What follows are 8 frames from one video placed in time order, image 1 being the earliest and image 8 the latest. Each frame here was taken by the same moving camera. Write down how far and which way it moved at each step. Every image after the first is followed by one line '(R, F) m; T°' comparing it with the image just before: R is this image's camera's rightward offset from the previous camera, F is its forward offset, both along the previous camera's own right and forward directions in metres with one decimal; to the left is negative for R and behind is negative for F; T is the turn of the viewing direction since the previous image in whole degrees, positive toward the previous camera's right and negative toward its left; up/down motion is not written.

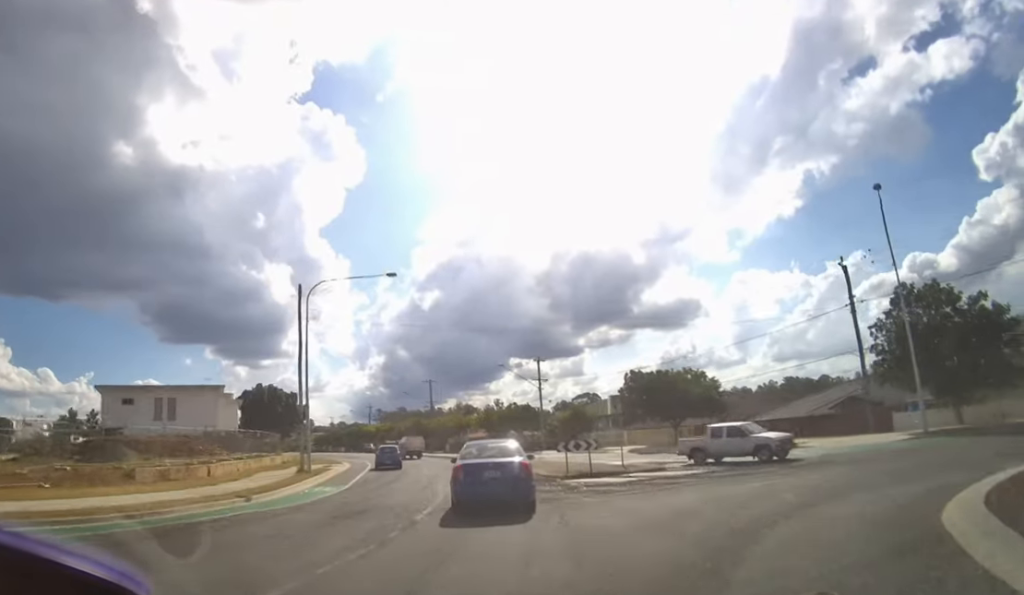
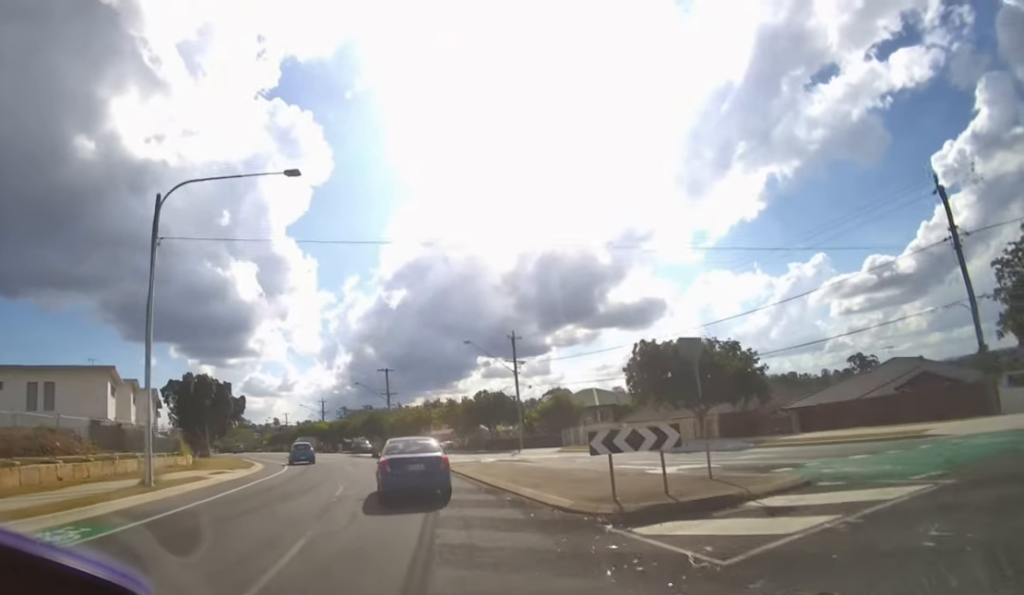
(+0.8, +11.0) m; +3°
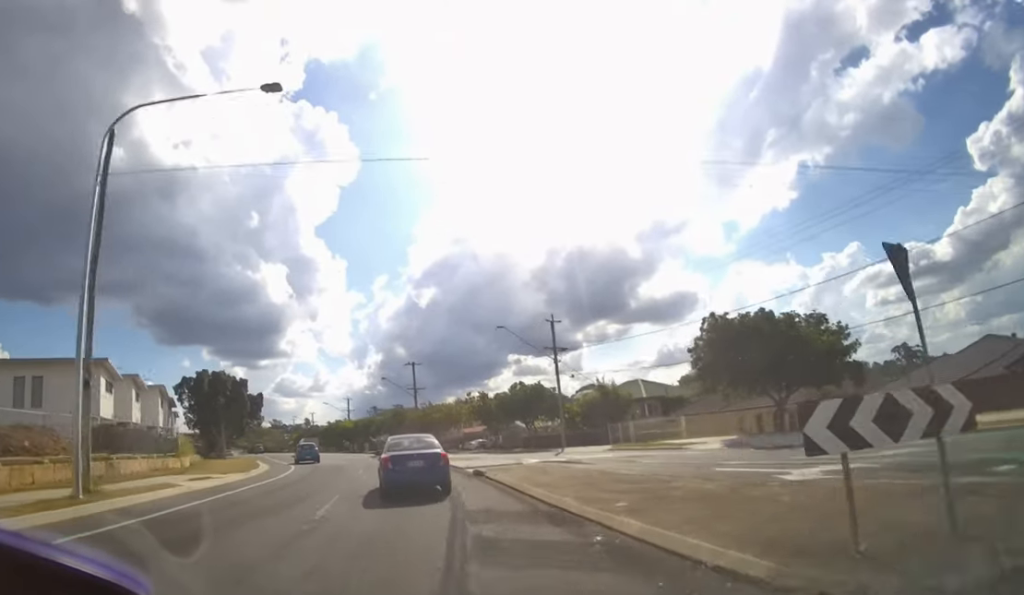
(-0.1, +4.7) m; -2°
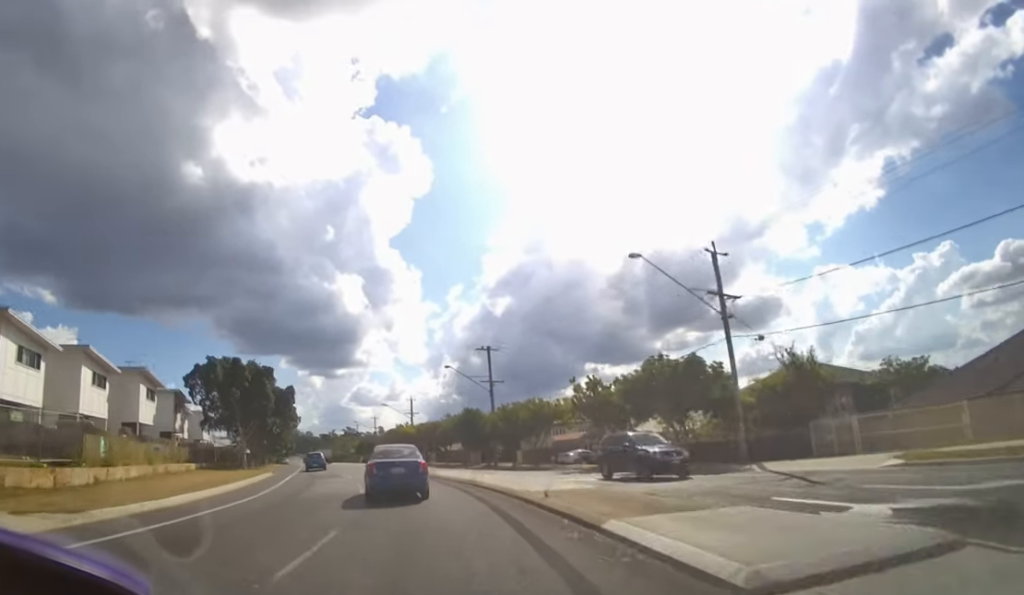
(-0.8, +13.3) m; -7°
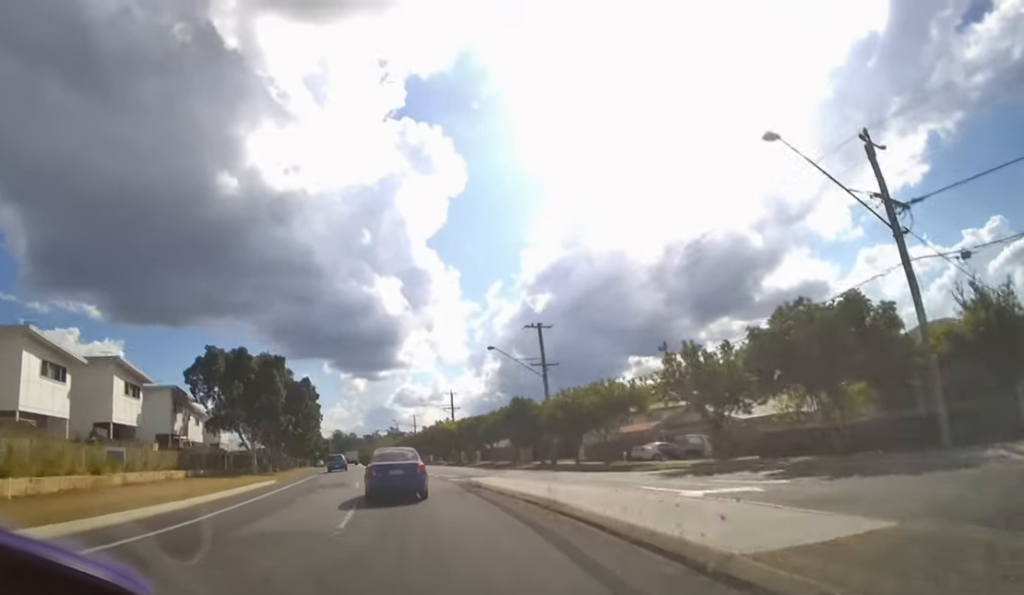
(-0.1, +6.8) m; -4°
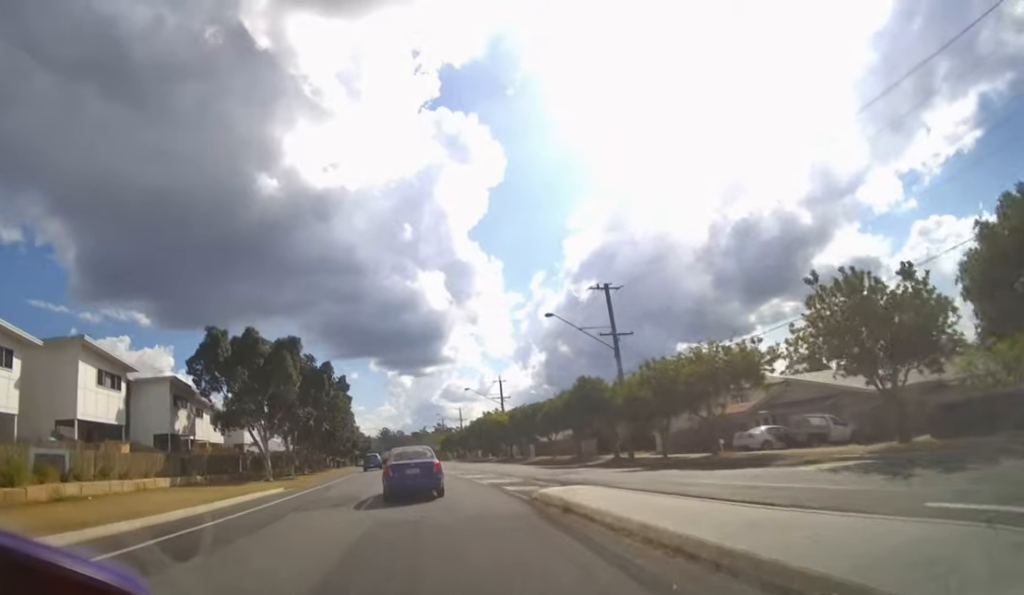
(-0.3, +7.3) m; -4°
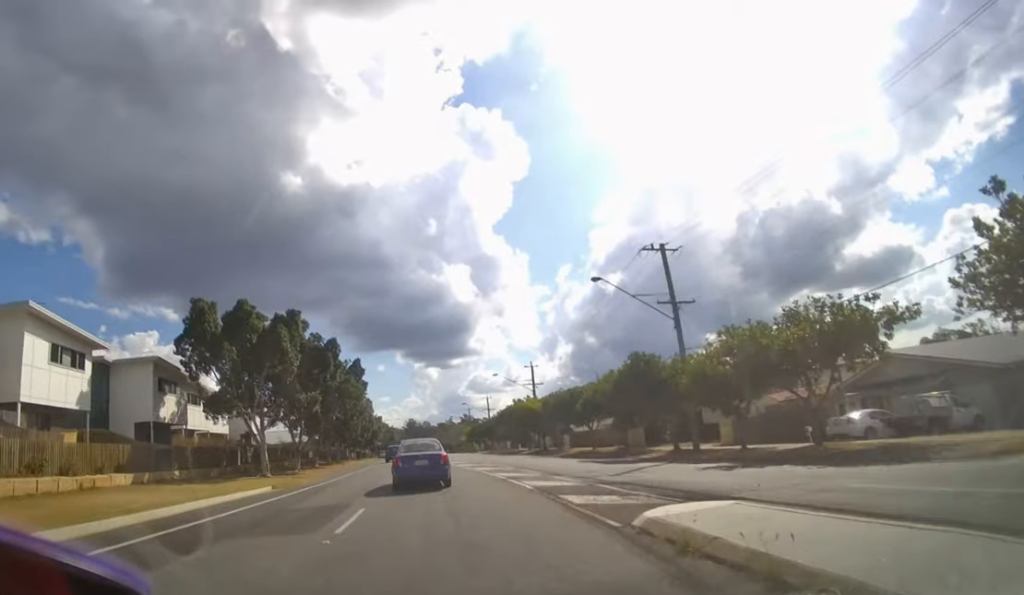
(0.0, +5.5) m; -3°
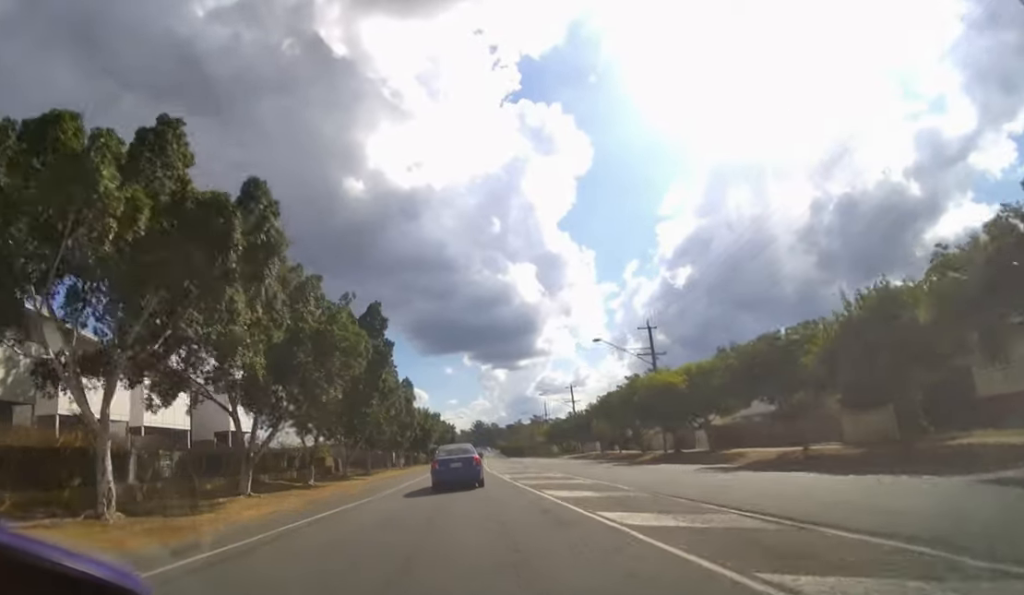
(-2.1, +22.7) m; -8°
